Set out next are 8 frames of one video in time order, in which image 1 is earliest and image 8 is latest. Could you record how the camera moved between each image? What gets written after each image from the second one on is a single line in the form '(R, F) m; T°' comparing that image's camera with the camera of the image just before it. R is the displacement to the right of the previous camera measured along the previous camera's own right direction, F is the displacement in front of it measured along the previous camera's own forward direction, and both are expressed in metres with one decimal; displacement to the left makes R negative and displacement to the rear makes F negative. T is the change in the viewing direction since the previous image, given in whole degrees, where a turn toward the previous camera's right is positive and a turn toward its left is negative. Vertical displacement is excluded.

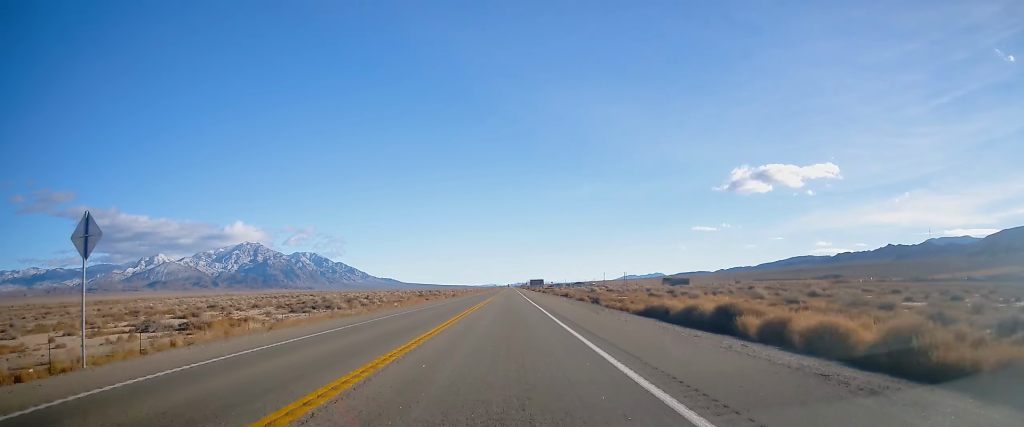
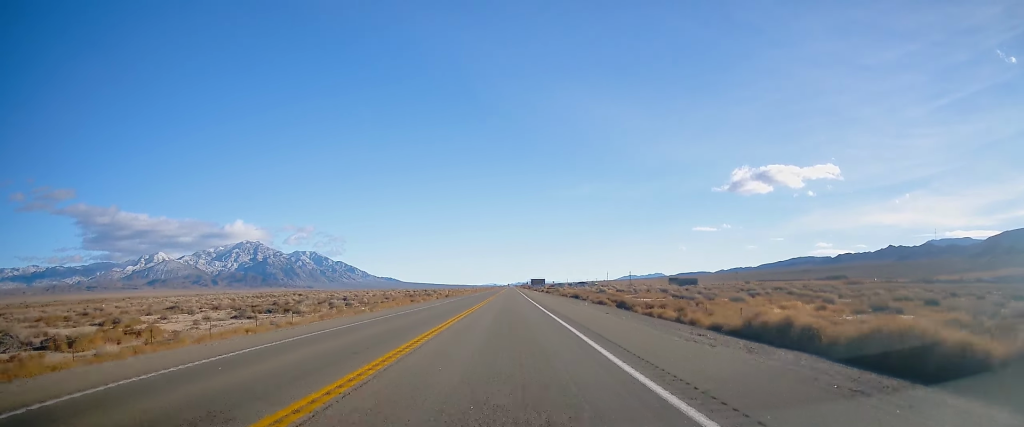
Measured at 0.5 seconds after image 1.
(0.0, +15.0) m; 0°
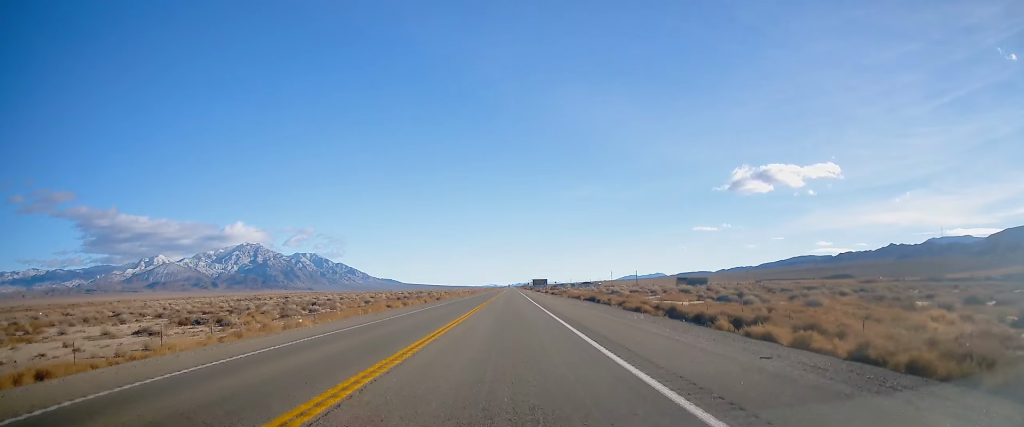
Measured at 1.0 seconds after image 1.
(+0.1, +16.0) m; 0°
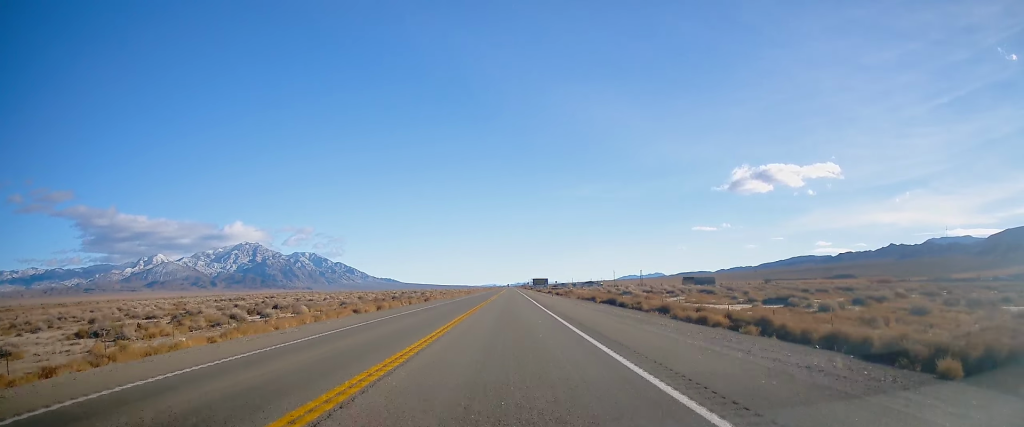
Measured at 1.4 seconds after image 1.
(-0.1, +13.9) m; 0°
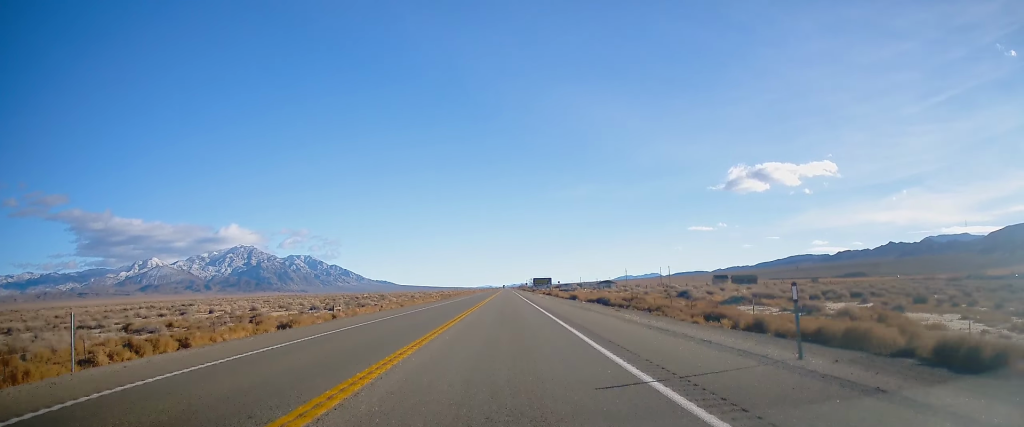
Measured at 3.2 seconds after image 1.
(0.0, +58.3) m; +1°
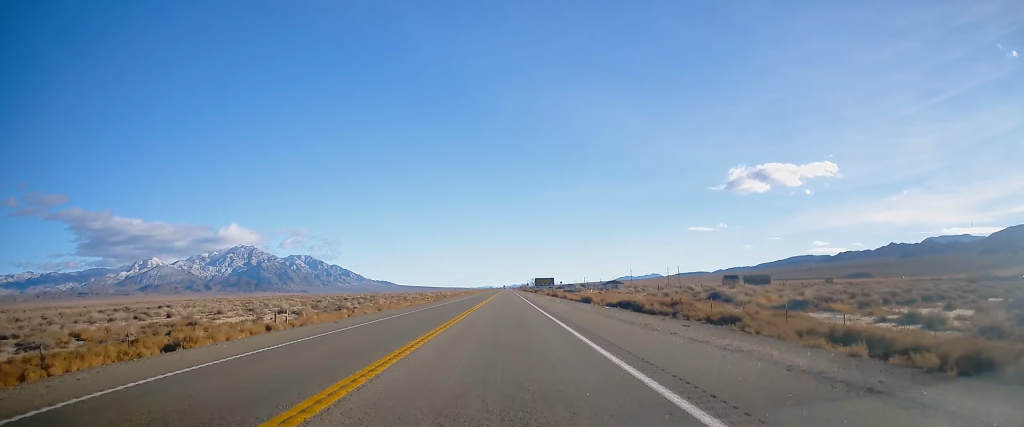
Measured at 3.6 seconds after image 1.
(+0.2, +13.0) m; 0°
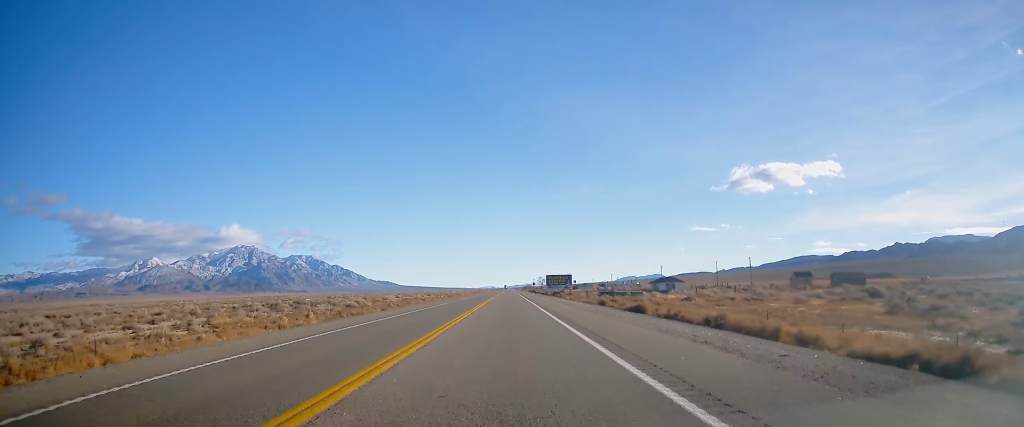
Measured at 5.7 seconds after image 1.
(-0.4, +68.0) m; 0°
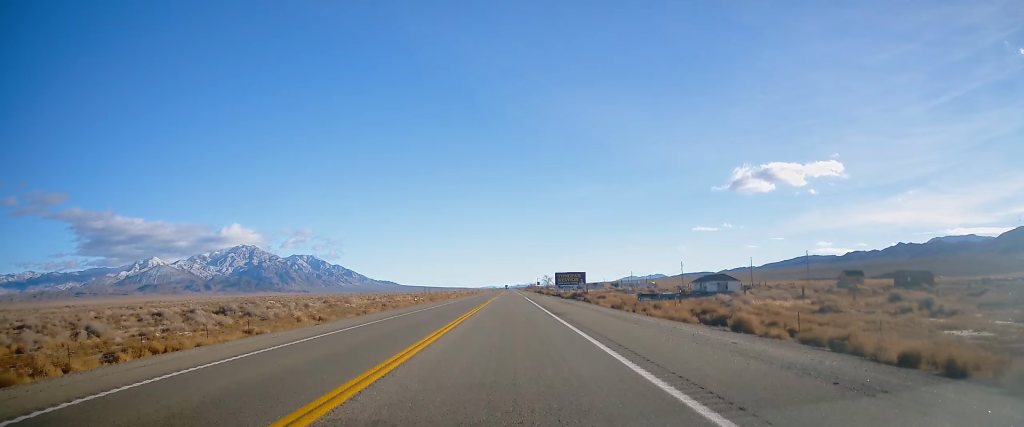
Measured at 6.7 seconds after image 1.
(+0.2, +32.1) m; 0°
